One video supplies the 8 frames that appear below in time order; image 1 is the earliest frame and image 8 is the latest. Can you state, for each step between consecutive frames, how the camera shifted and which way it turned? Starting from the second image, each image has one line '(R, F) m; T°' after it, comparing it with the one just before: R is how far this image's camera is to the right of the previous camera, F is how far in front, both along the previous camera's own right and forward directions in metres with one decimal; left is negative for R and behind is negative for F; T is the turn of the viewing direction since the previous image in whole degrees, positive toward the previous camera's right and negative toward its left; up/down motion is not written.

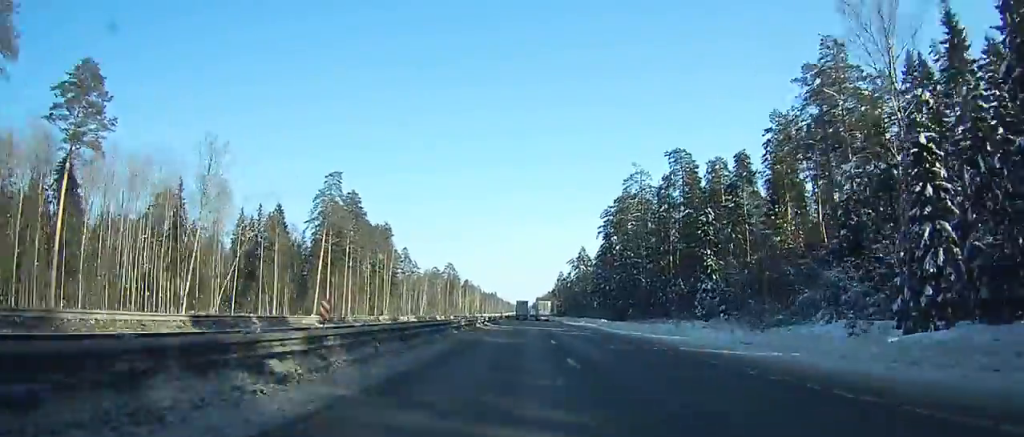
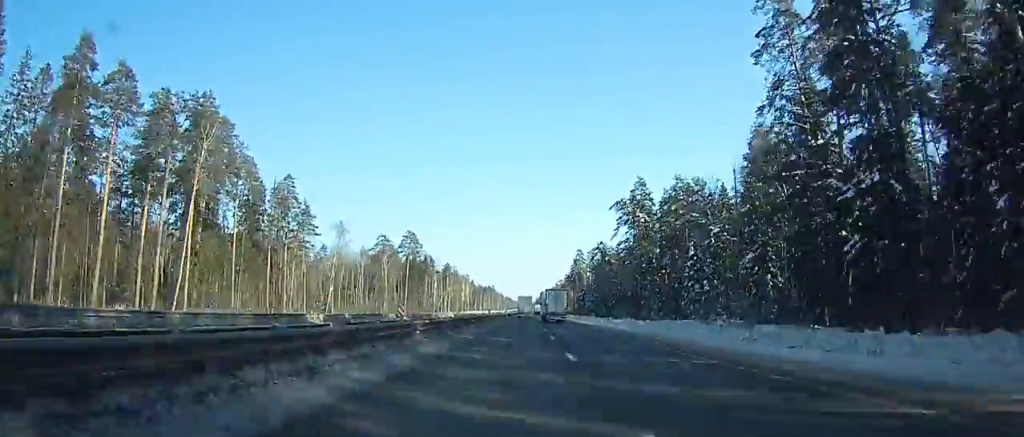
(+0.2, +119.2) m; 0°
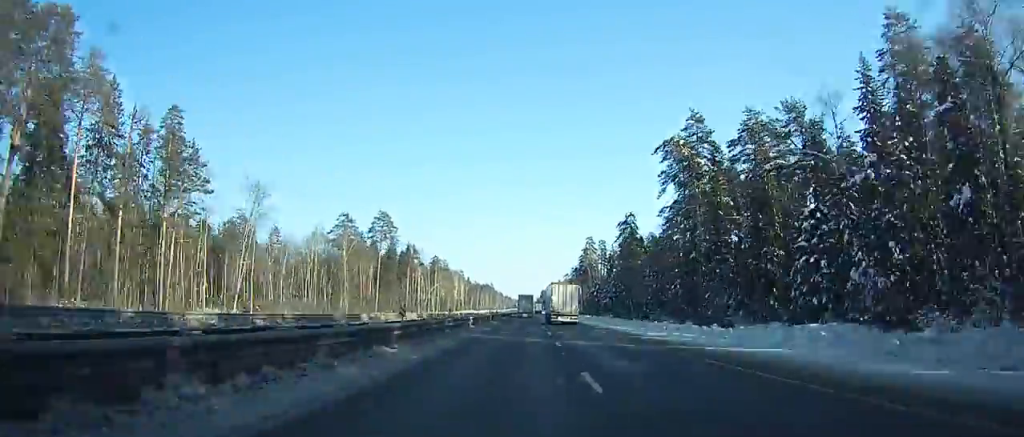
(0.0, +41.8) m; 0°
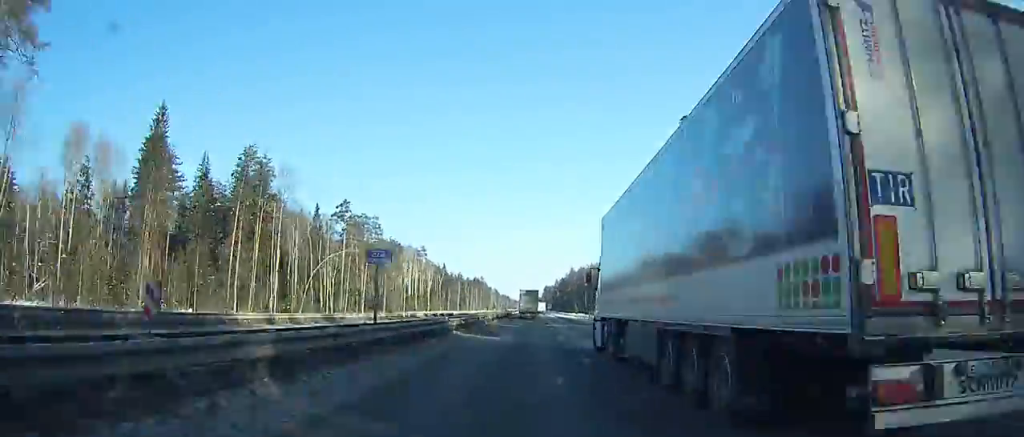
(+0.3, +140.1) m; 0°
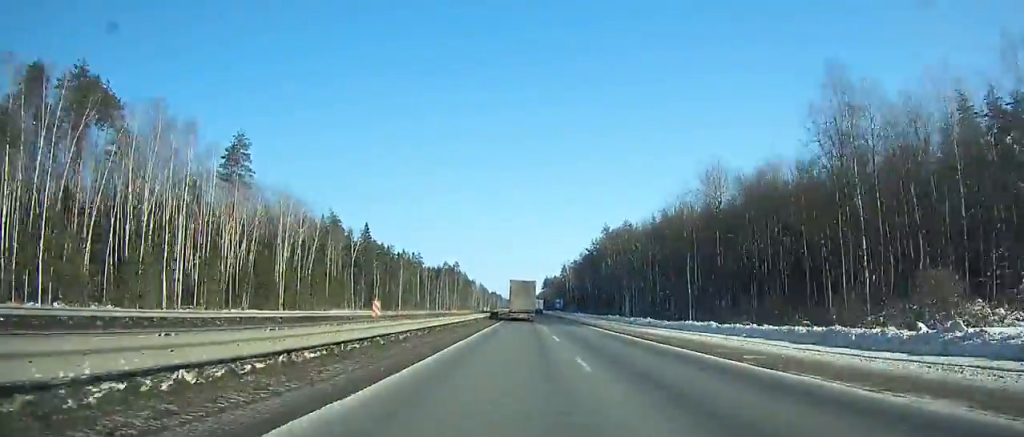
(+0.3, +158.3) m; 0°
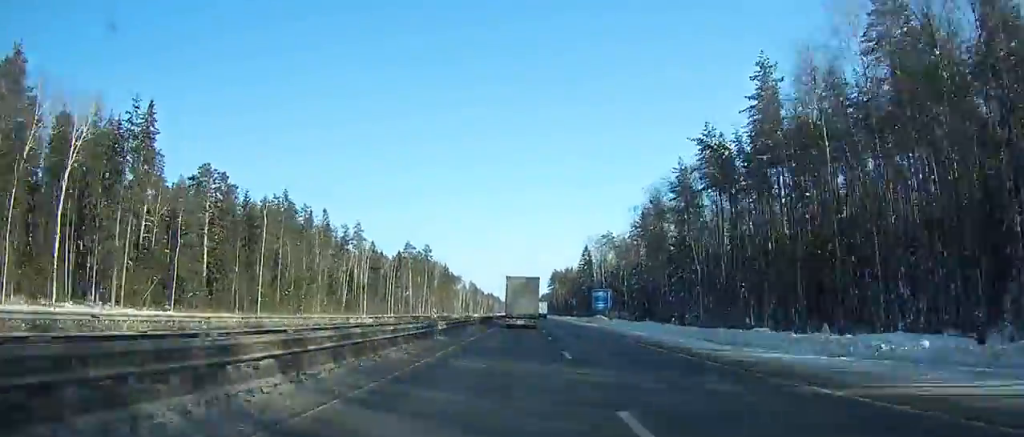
(-0.2, +116.6) m; 0°
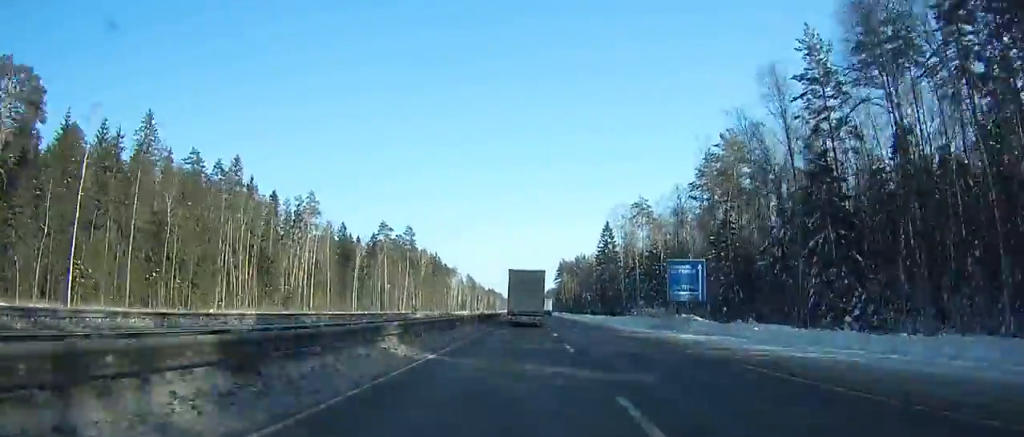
(-0.1, +47.2) m; 0°
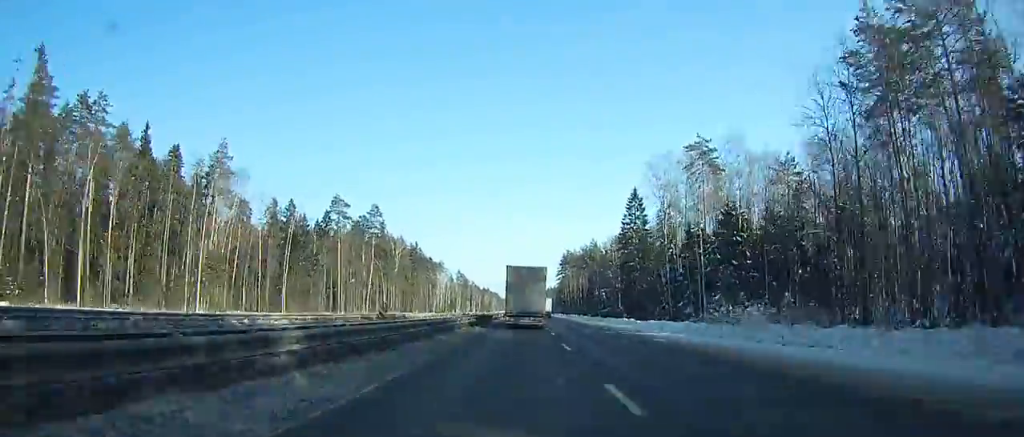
(+0.1, +46.6) m; 0°
